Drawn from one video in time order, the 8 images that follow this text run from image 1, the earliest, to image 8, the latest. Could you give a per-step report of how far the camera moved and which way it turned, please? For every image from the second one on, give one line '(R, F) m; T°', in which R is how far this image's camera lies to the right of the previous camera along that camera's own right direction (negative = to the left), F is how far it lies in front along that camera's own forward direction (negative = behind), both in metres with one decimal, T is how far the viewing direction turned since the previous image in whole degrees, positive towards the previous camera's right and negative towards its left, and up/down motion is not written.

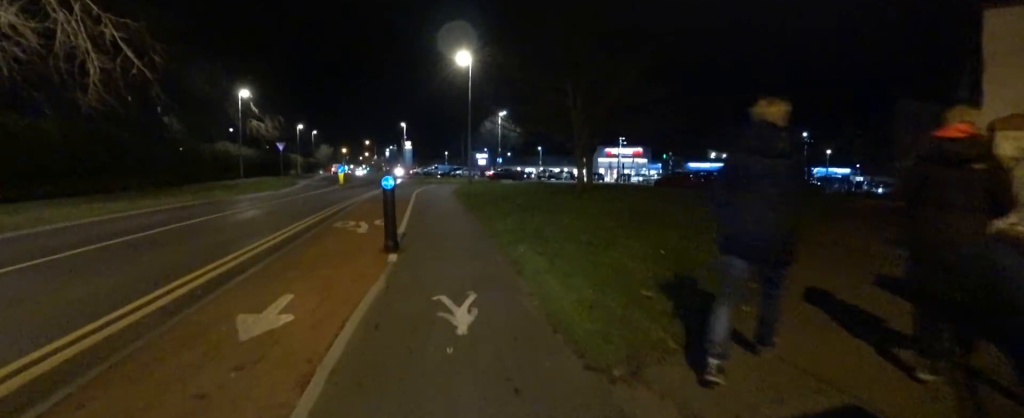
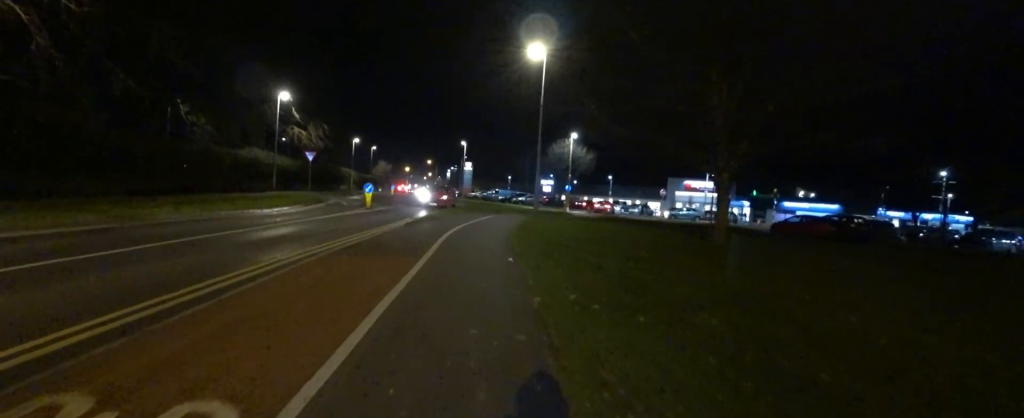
(+0.3, +7.5) m; +6°
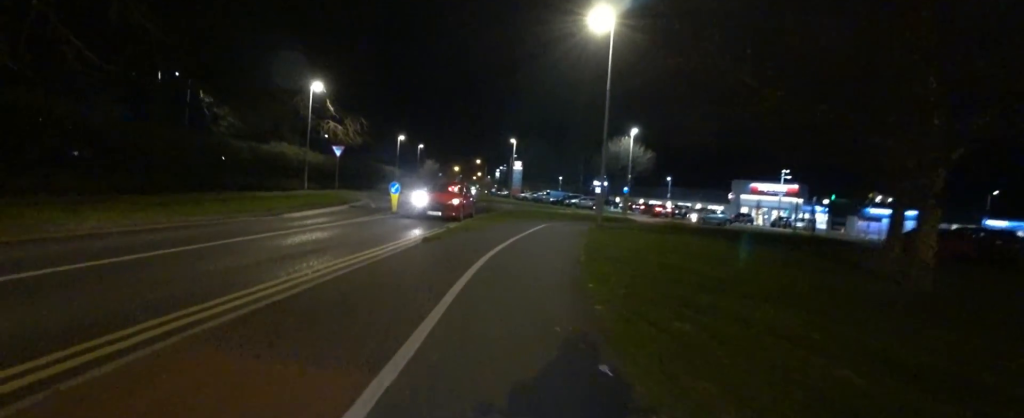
(+1.1, +3.9) m; +2°
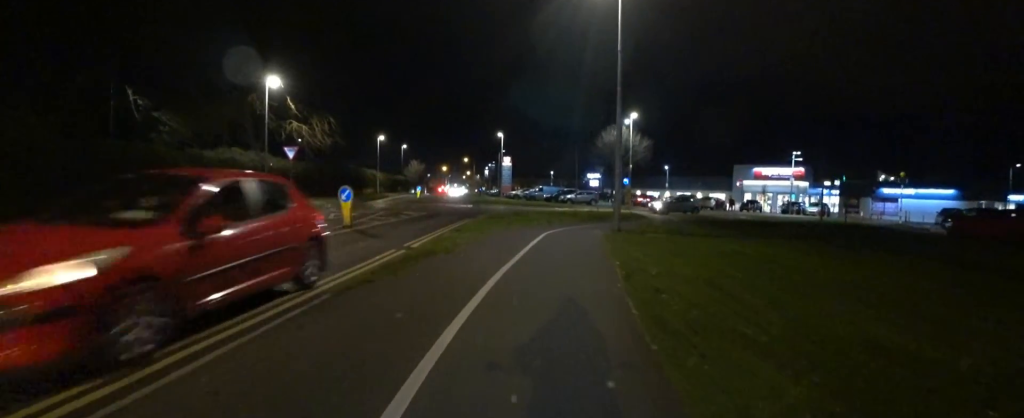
(-1.1, +3.9) m; -5°
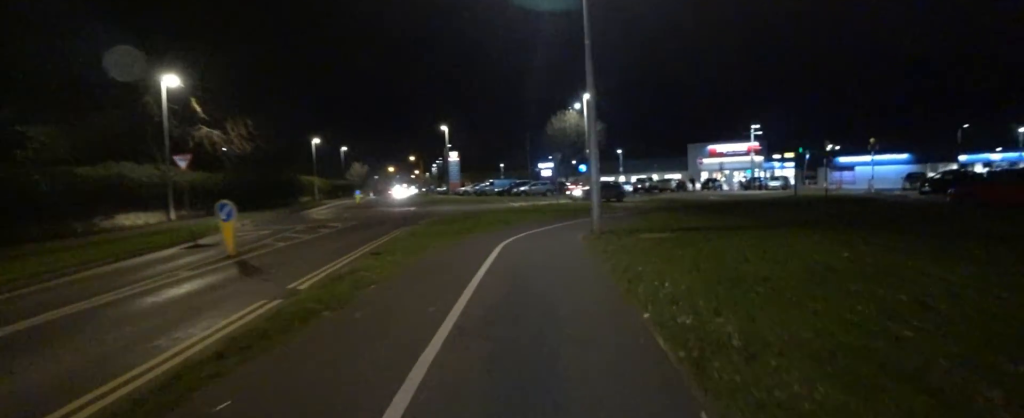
(+0.7, +3.5) m; +11°
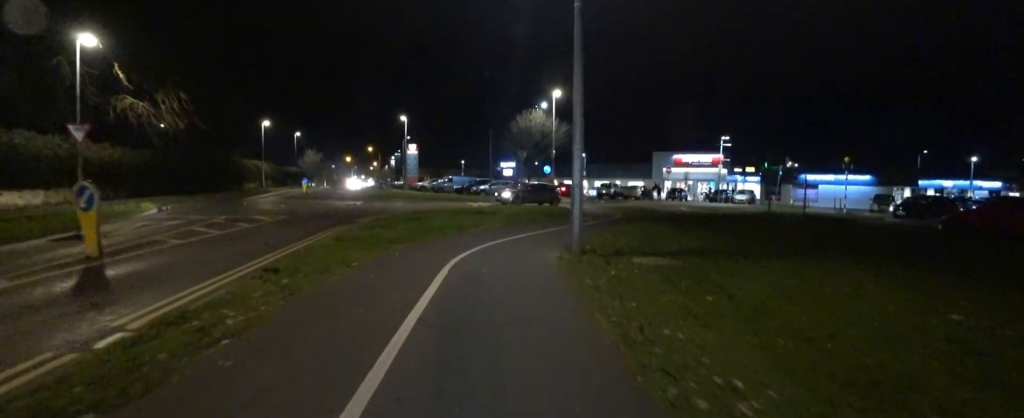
(+0.2, +2.3) m; +6°
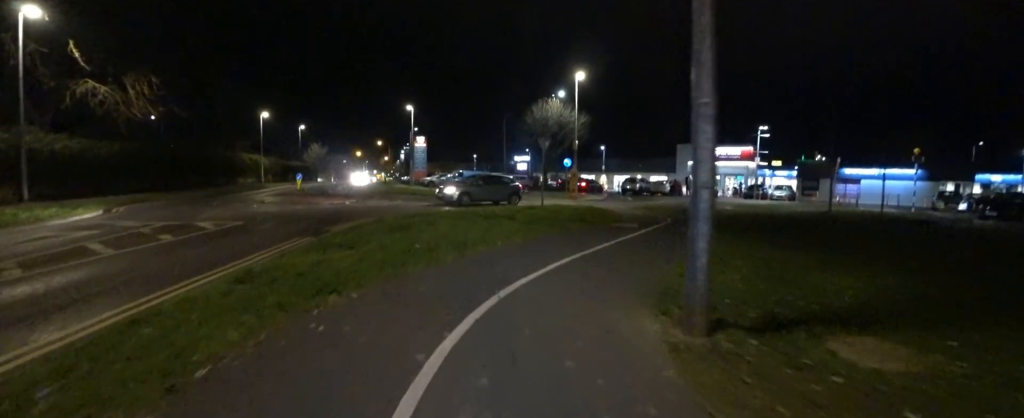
(+0.1, +3.8) m; +11°
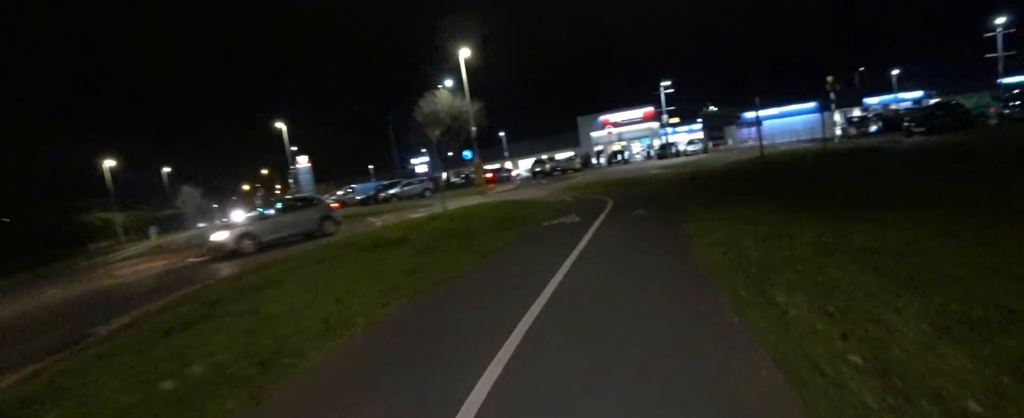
(+0.4, +3.2) m; +19°
